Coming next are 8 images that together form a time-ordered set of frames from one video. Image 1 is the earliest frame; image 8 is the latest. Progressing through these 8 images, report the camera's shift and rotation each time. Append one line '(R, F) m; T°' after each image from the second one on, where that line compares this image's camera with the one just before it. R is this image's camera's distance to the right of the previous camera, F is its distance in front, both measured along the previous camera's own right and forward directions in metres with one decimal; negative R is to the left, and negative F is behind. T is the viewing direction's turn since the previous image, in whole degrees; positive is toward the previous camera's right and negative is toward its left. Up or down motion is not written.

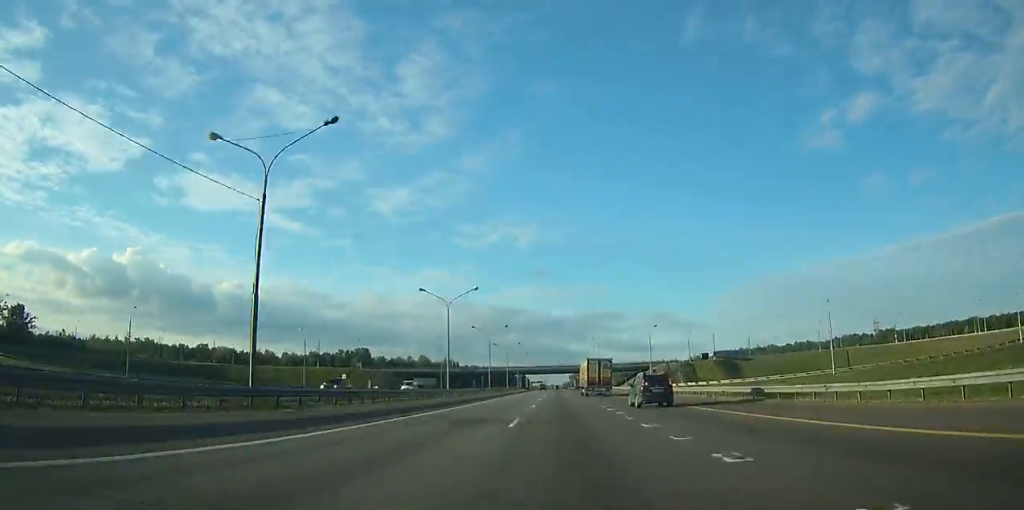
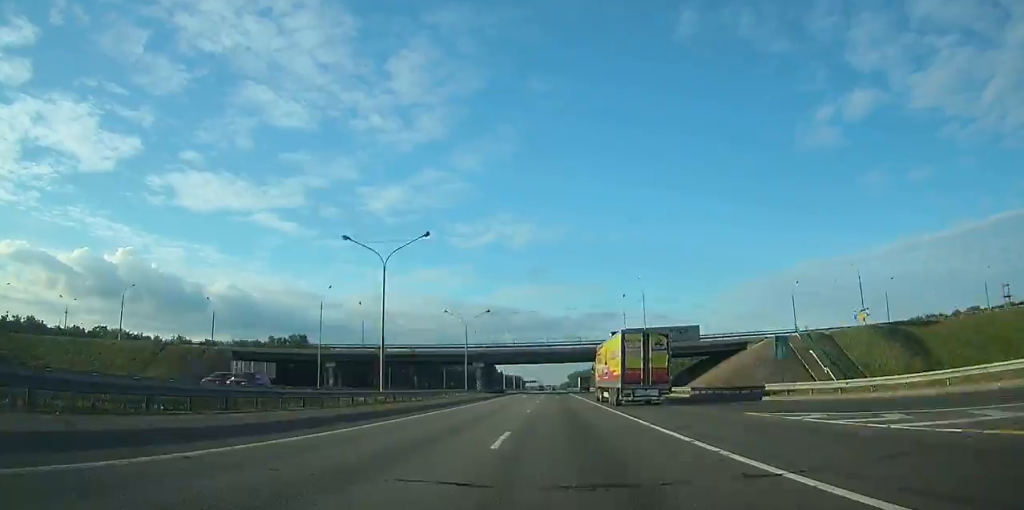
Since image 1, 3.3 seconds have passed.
(-0.1, +101.1) m; 0°
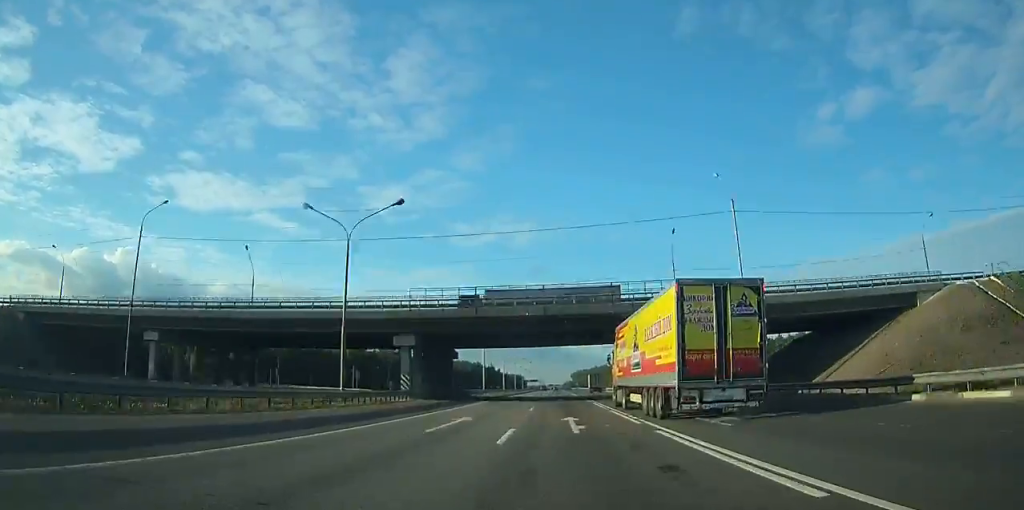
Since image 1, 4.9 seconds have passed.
(0.0, +49.6) m; 0°
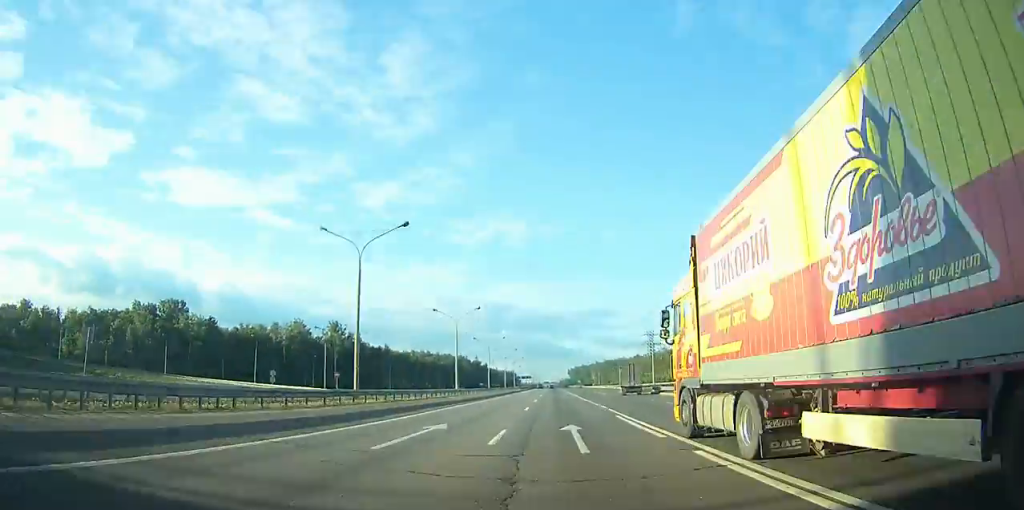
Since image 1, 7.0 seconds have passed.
(-0.1, +67.0) m; 0°
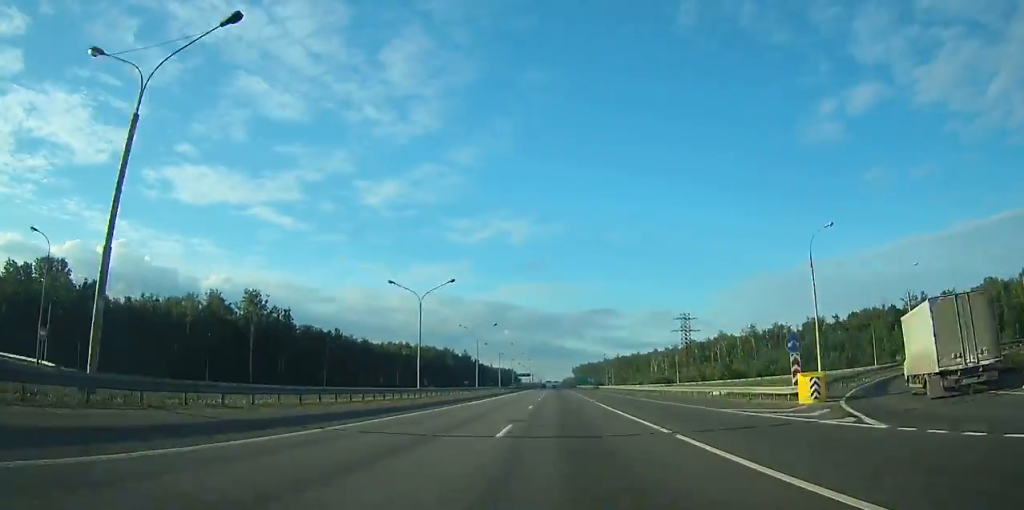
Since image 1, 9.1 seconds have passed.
(-0.1, +66.1) m; 0°
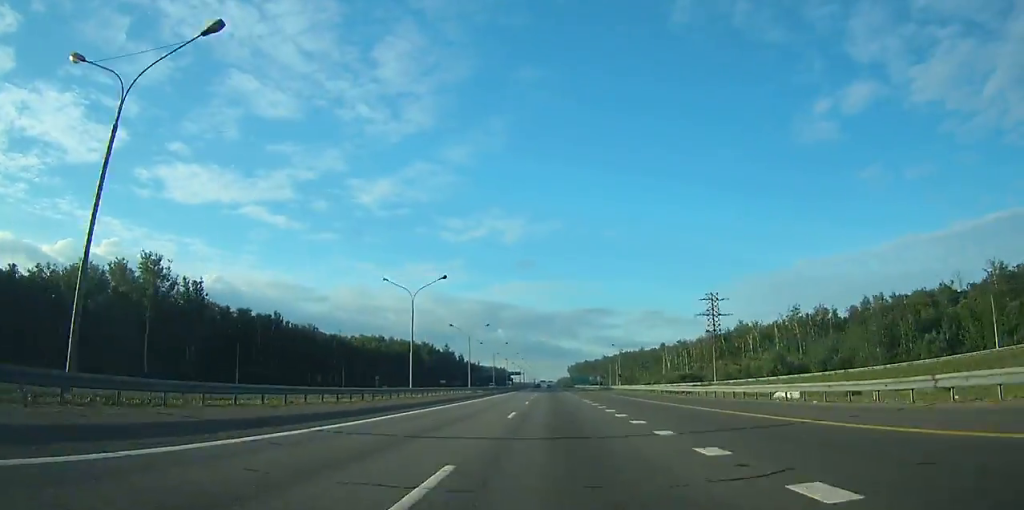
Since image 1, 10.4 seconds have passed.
(0.0, +41.9) m; 0°
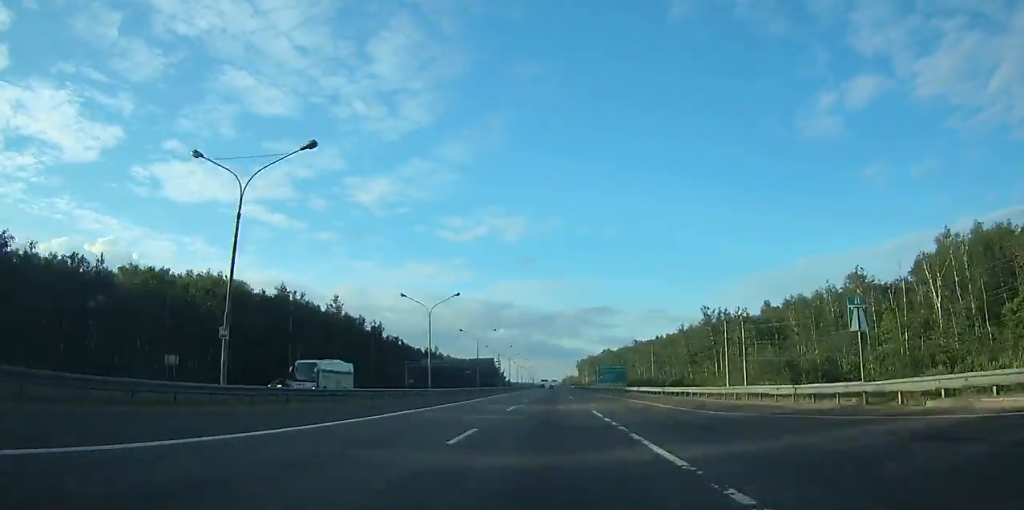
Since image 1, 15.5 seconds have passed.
(+0.2, +156.7) m; 0°
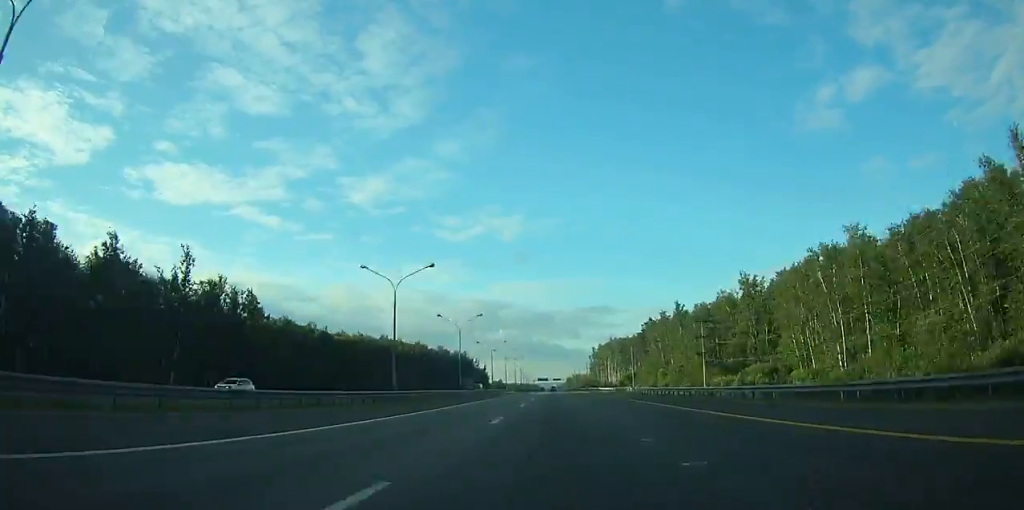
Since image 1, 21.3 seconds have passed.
(0.0, +165.2) m; 0°
